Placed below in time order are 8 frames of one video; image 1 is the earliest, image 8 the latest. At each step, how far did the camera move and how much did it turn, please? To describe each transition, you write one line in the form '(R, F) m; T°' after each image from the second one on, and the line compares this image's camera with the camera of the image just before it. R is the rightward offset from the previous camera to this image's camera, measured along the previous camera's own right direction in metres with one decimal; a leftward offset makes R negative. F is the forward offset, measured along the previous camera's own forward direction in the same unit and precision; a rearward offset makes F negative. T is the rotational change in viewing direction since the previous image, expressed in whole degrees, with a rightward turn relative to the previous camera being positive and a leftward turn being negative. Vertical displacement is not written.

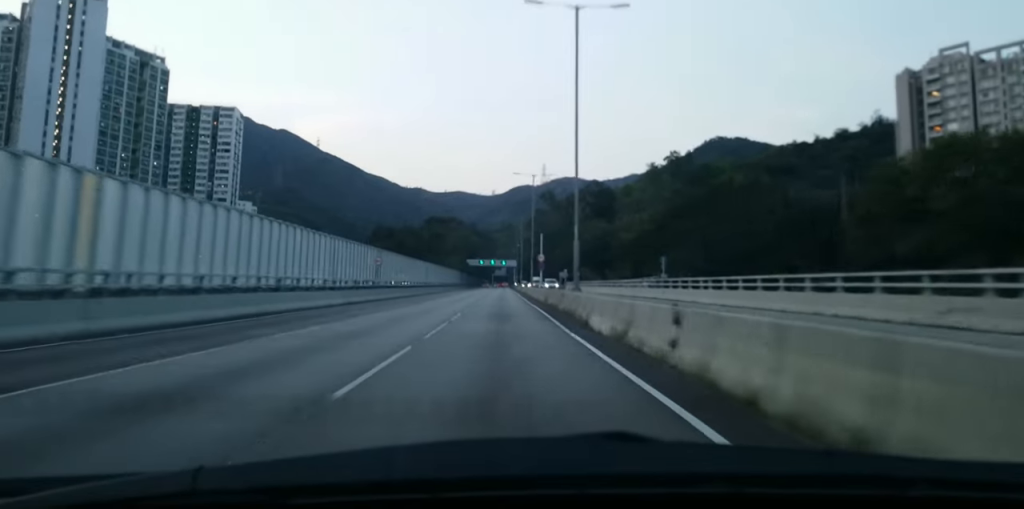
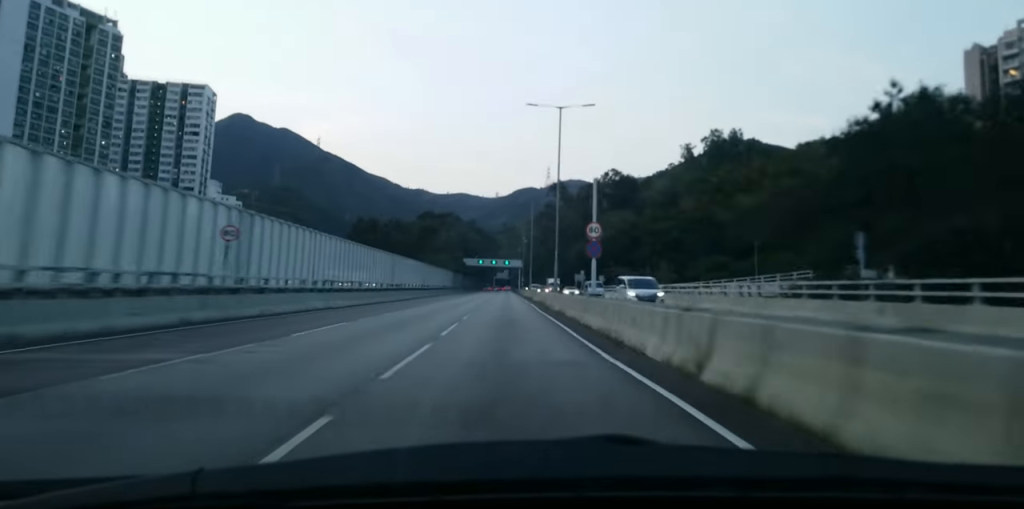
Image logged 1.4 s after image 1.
(0.0, +34.2) m; +1°
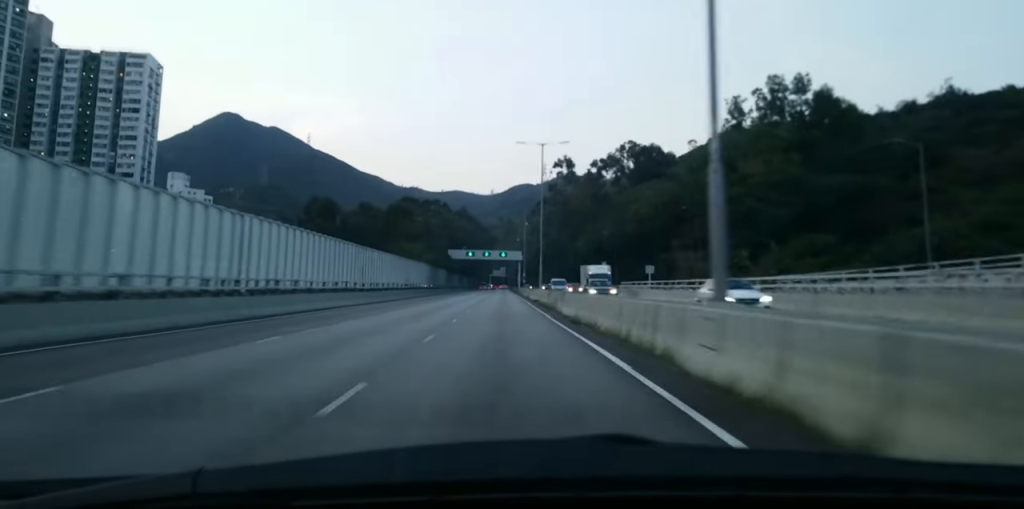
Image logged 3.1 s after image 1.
(0.0, +39.2) m; -1°
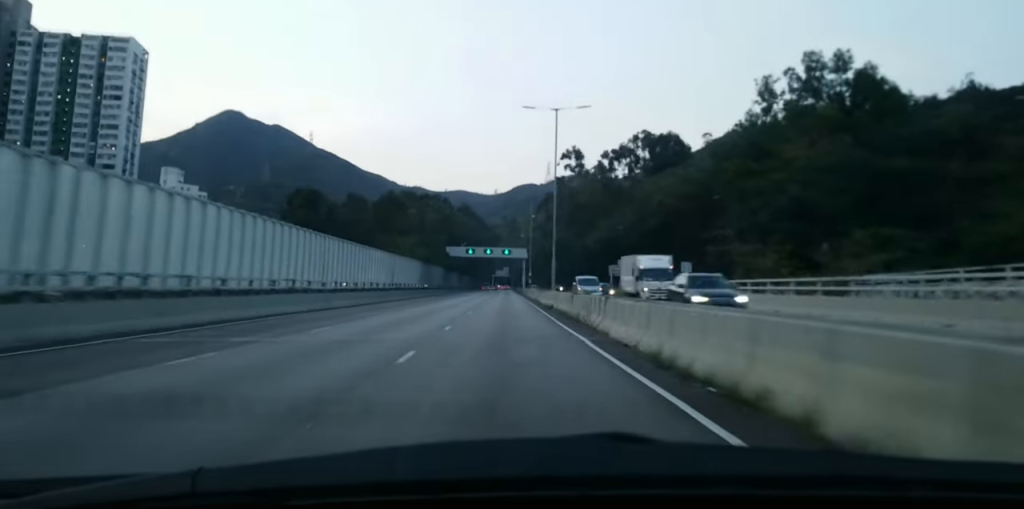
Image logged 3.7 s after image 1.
(0.0, +13.0) m; 0°
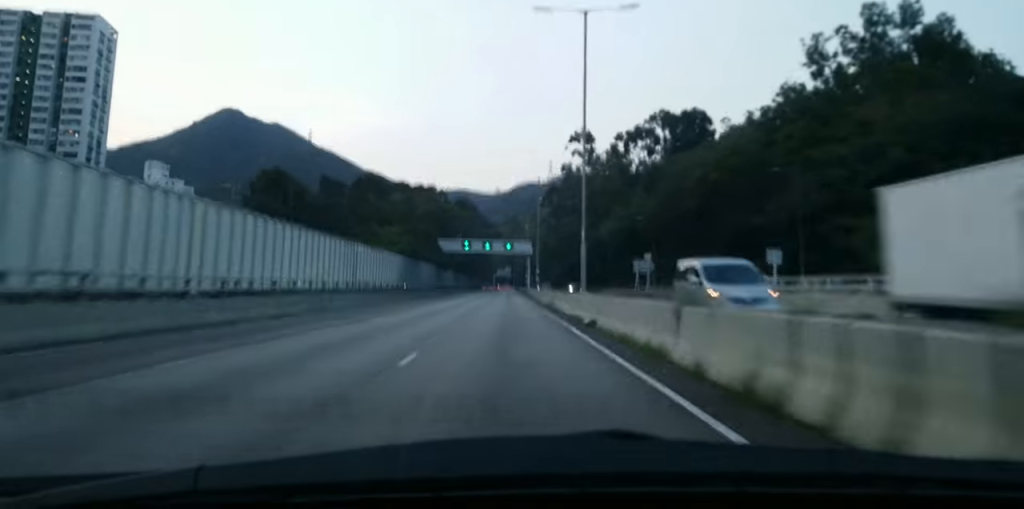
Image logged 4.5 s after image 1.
(0.0, +18.6) m; 0°
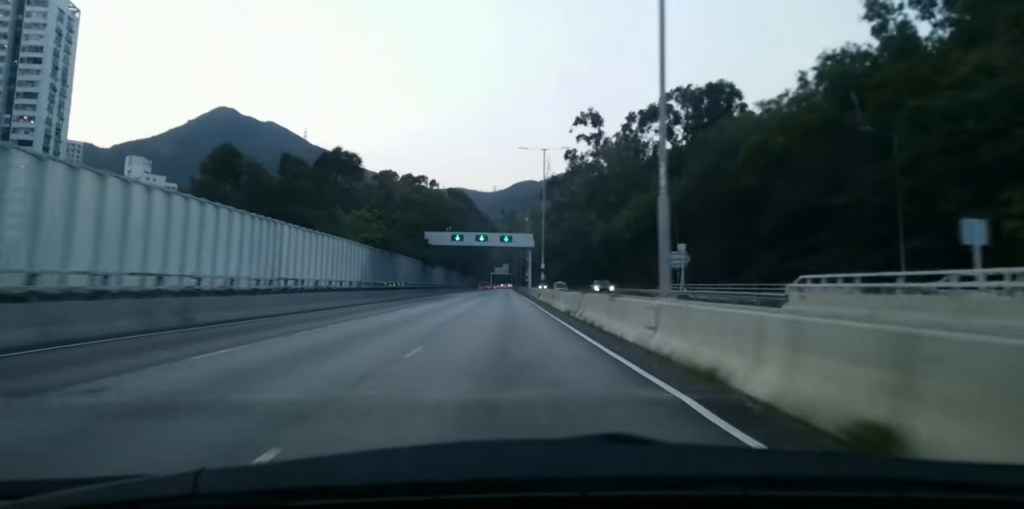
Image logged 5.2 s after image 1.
(+0.3, +17.6) m; -1°
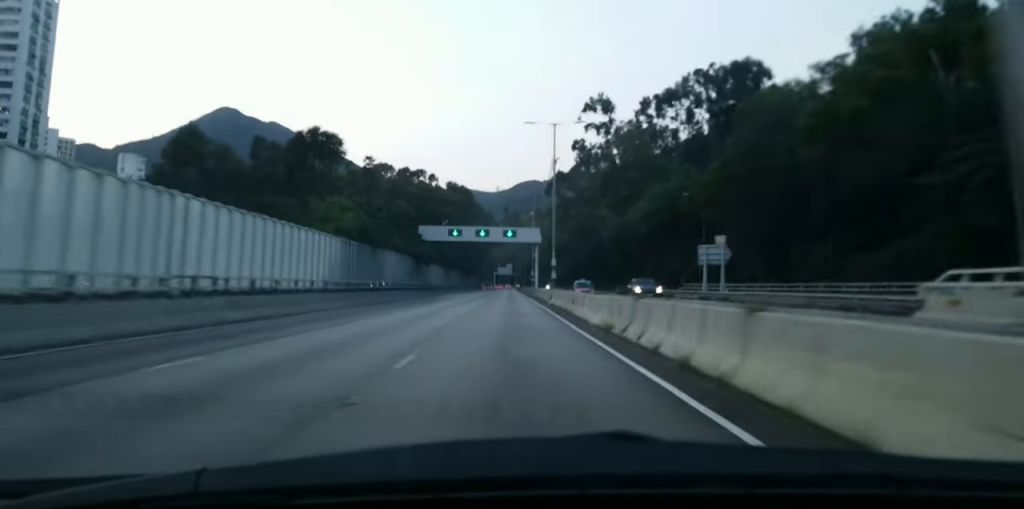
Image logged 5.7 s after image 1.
(-0.3, +10.2) m; 0°
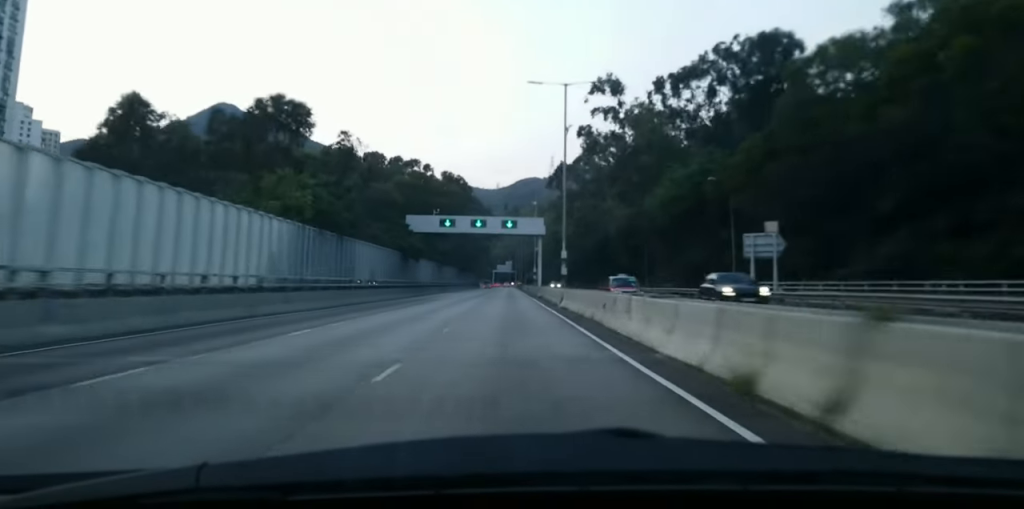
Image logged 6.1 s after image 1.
(-0.3, +10.2) m; 0°
